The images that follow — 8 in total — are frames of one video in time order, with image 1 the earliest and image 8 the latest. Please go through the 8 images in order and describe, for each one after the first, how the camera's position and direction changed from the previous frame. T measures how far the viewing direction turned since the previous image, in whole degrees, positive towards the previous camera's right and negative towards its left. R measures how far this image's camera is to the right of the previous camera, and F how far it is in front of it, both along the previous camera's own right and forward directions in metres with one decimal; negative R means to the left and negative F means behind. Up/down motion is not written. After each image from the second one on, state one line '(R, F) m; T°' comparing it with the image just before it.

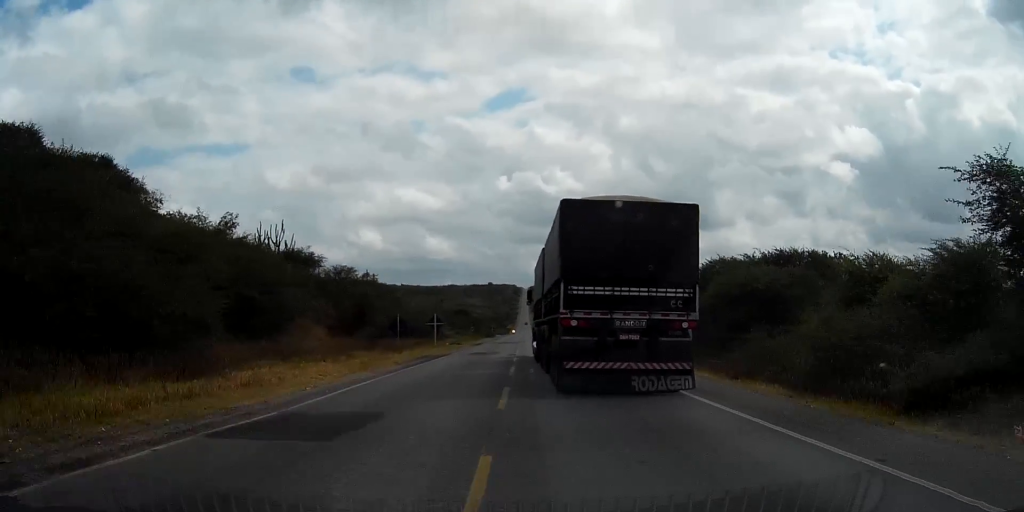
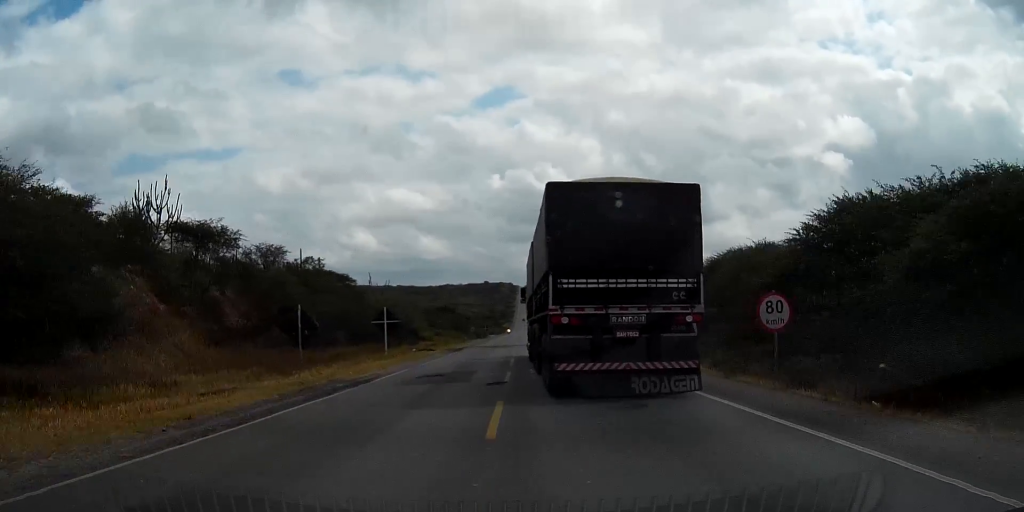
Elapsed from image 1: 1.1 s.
(+0.1, +19.4) m; 0°
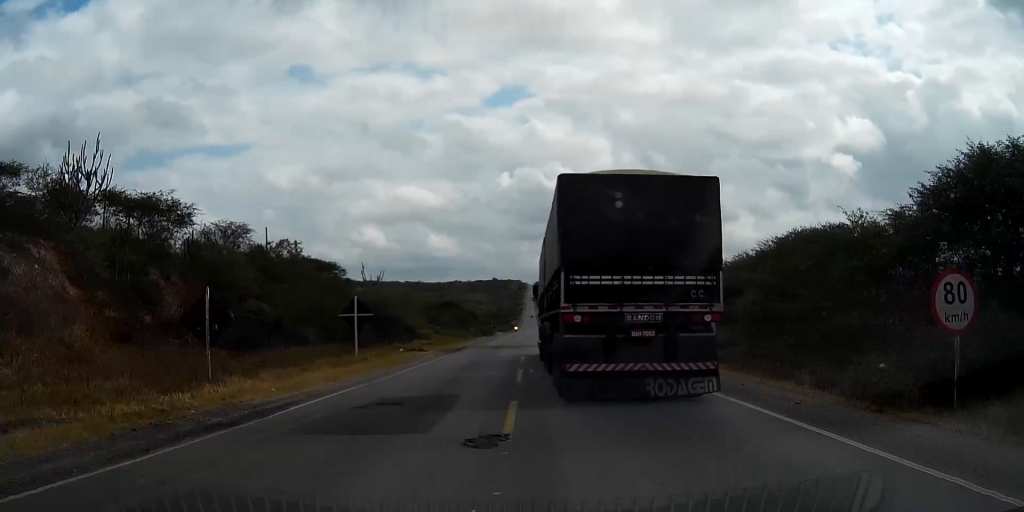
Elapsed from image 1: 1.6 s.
(0.0, +8.4) m; 0°
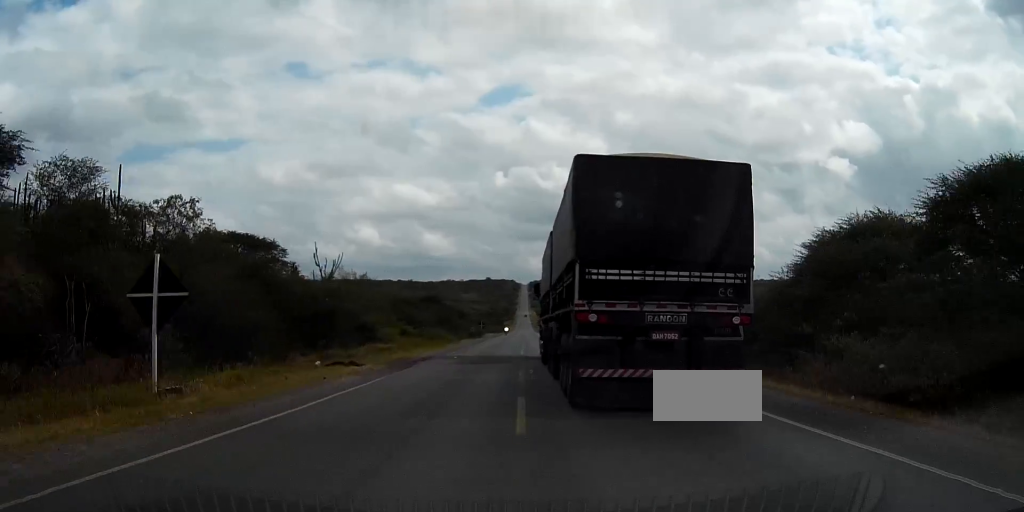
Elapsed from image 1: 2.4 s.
(0.0, +15.8) m; 0°
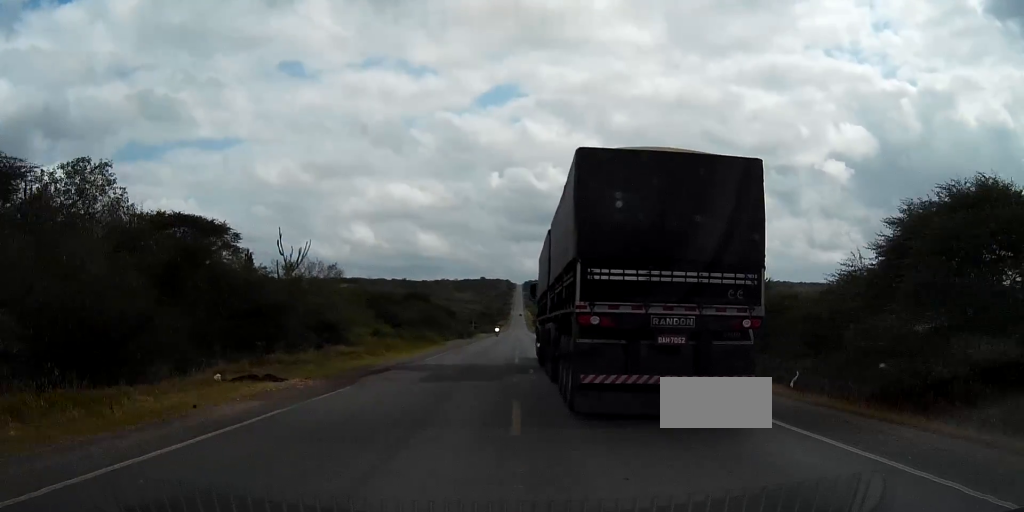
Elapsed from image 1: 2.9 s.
(0.0, +7.9) m; 0°
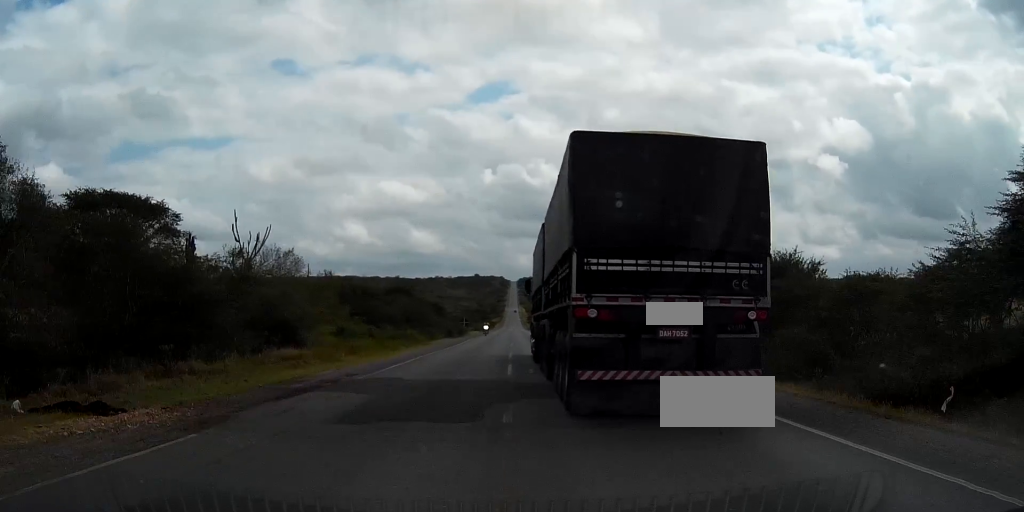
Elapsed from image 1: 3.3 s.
(0.0, +7.4) m; 0°
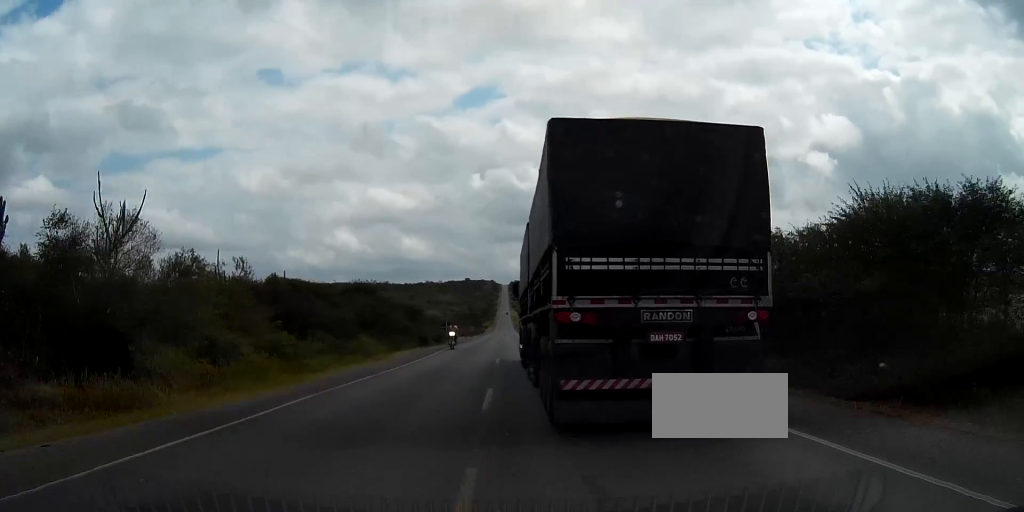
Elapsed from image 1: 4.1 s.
(0.0, +14.9) m; 0°
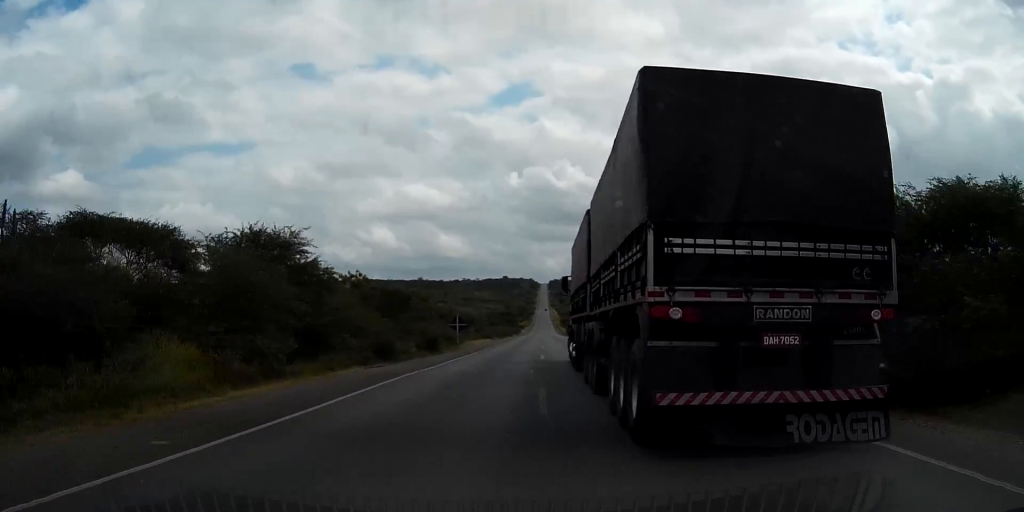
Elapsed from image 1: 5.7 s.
(0.0, +30.6) m; 0°
